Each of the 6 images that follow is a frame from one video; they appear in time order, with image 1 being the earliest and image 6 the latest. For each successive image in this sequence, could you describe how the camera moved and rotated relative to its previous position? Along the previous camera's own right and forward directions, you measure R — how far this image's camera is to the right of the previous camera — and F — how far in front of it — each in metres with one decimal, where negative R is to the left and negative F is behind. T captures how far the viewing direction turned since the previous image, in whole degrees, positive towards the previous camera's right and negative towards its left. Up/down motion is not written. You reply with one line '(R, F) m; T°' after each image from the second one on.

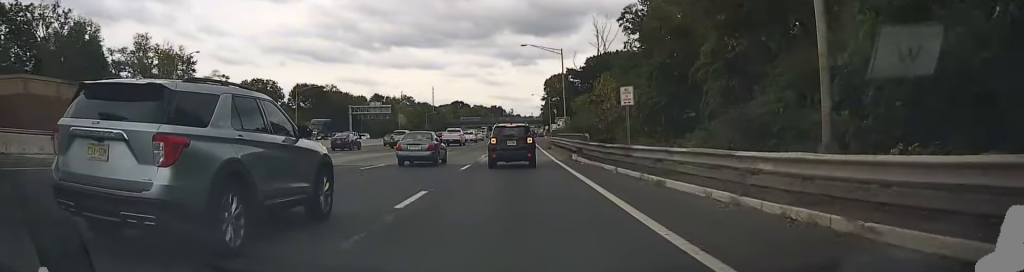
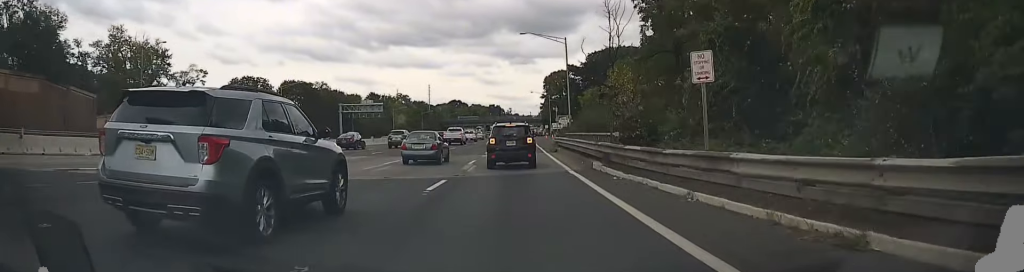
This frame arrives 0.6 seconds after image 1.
(0.0, +8.1) m; 0°
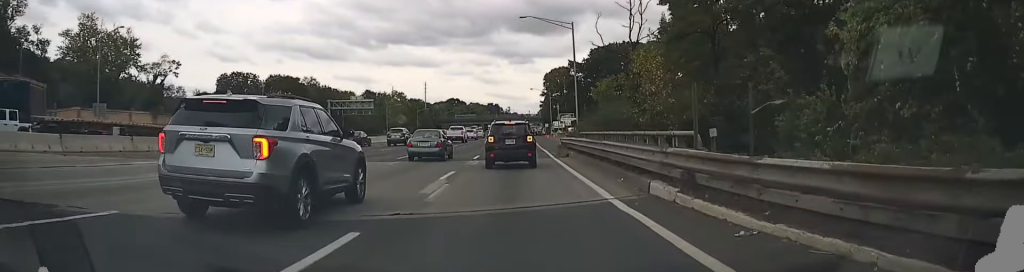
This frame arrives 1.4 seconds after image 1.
(0.0, +9.5) m; 0°
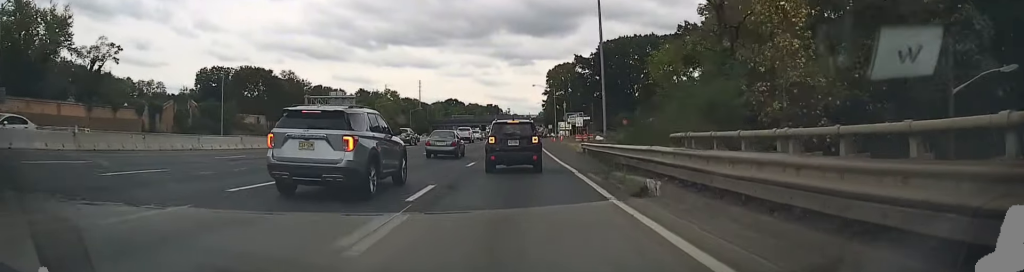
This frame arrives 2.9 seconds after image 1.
(-0.1, +17.5) m; +1°
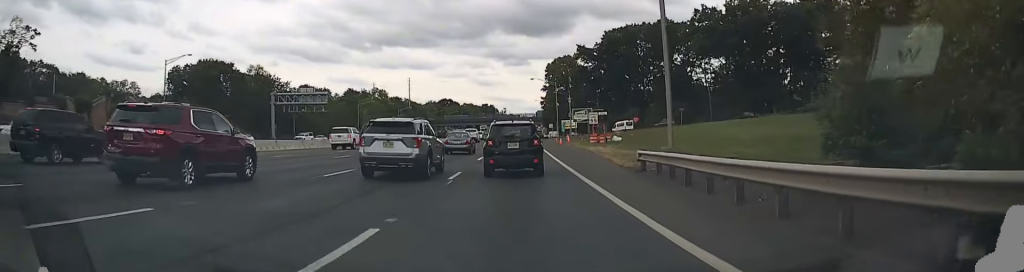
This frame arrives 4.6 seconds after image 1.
(+0.2, +18.2) m; 0°
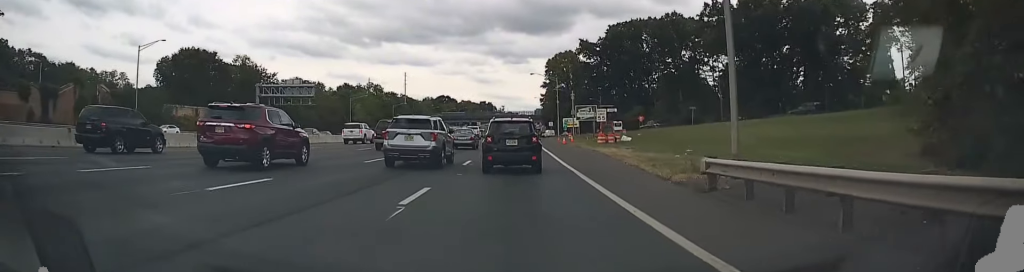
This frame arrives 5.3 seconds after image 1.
(0.0, +6.9) m; 0°
